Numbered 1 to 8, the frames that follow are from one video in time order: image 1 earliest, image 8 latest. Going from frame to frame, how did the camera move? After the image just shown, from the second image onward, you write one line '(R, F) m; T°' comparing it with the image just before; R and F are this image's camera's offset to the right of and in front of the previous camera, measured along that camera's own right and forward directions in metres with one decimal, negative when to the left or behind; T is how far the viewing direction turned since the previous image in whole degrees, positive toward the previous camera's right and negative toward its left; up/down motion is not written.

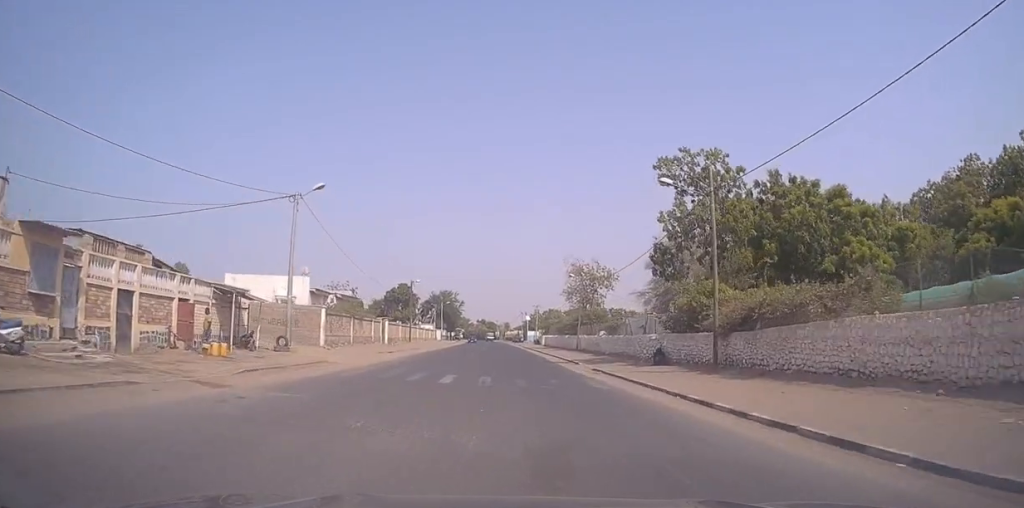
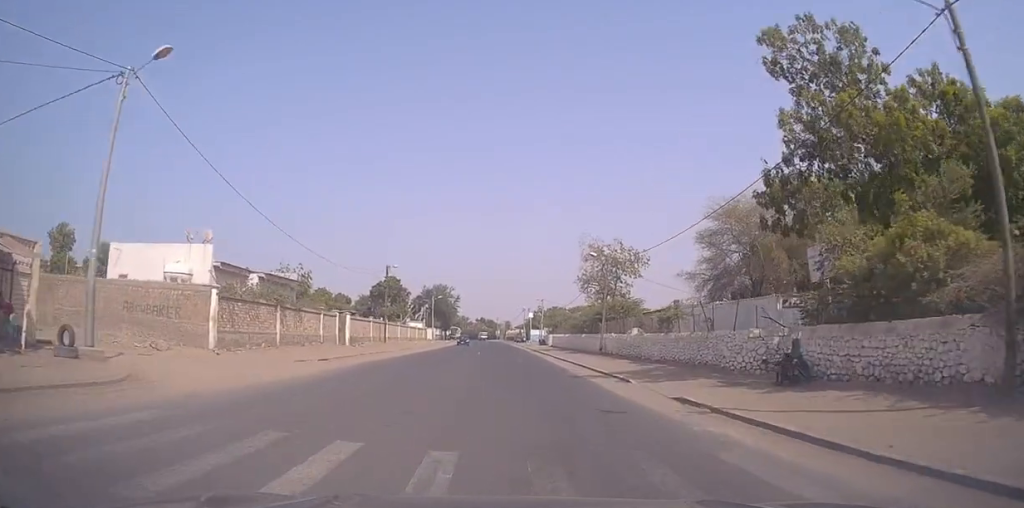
(+0.3, +15.1) m; +1°
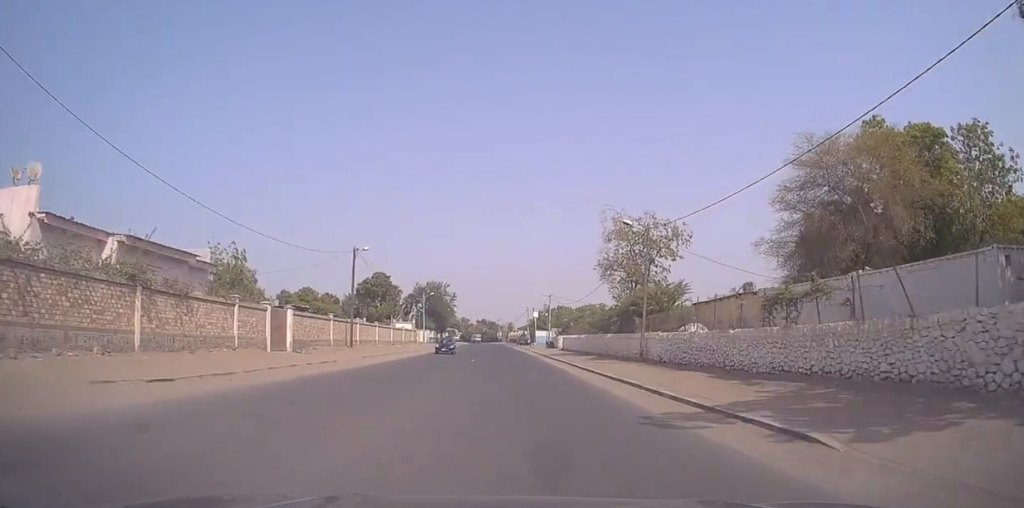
(-0.2, +13.1) m; 0°
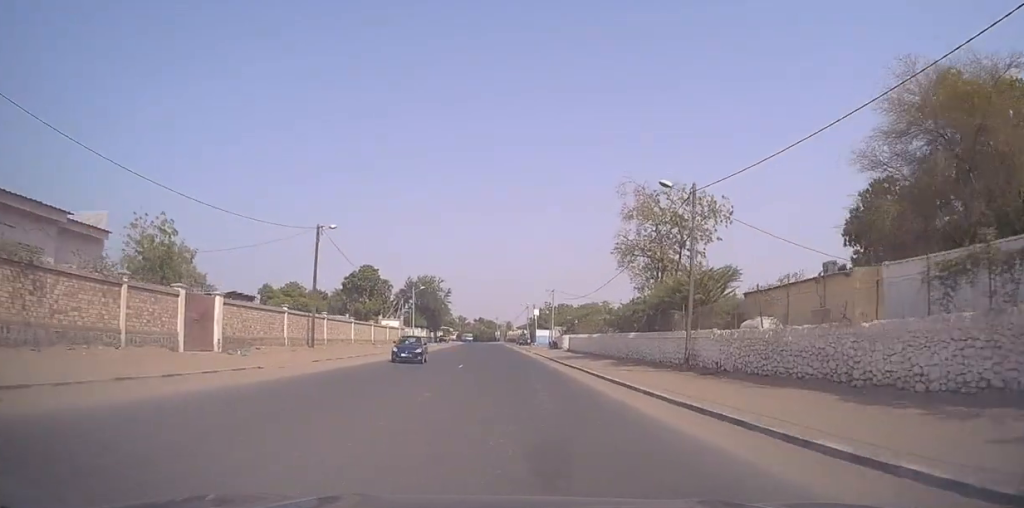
(-0.1, +8.6) m; 0°
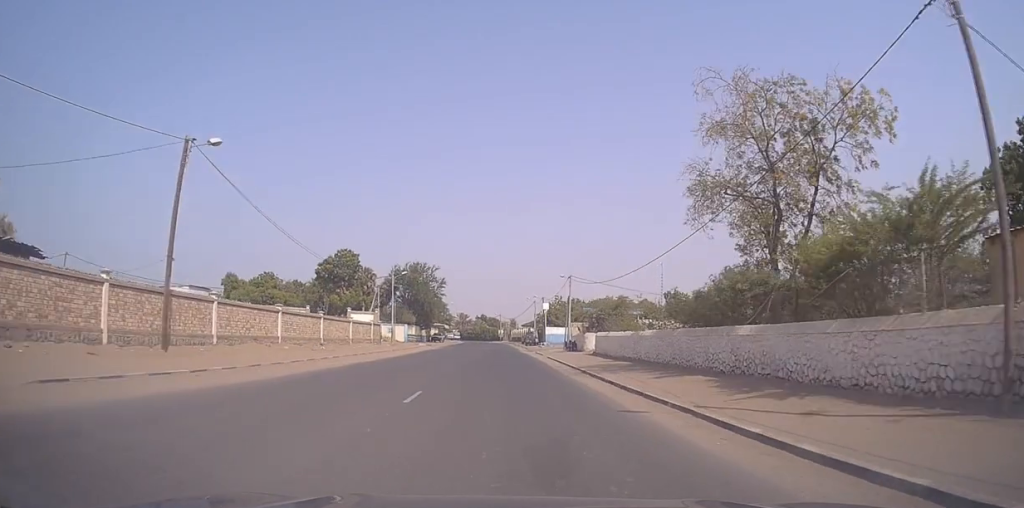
(+0.1, +16.7) m; -1°
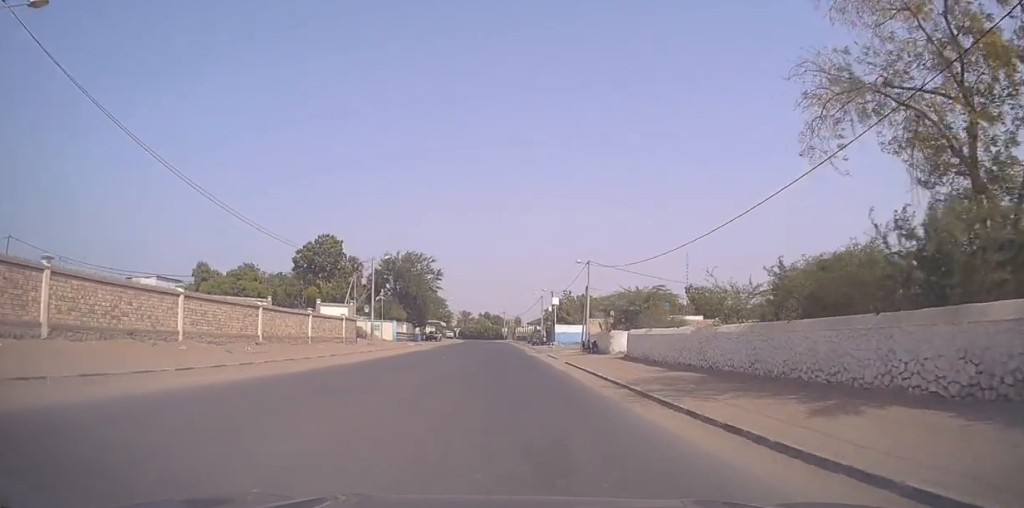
(0.0, +11.1) m; 0°
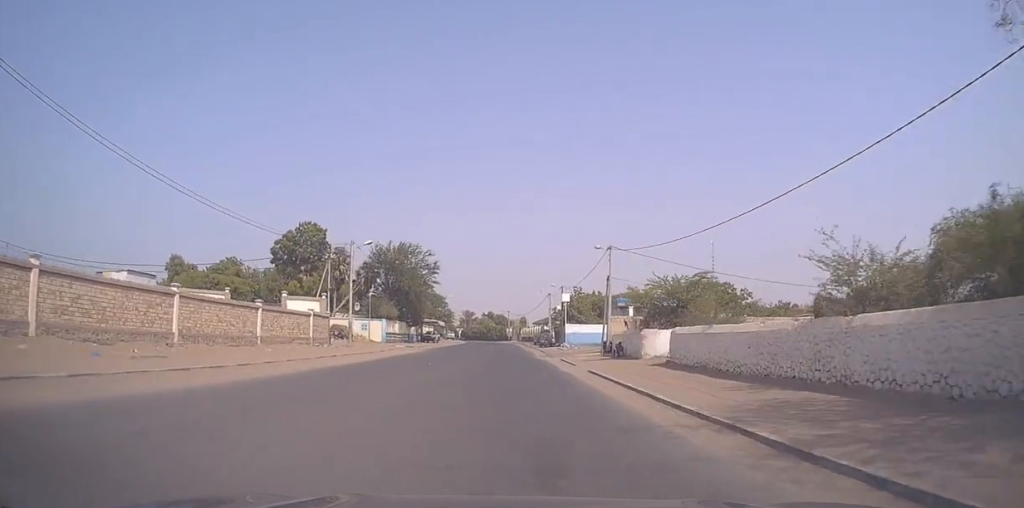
(+0.1, +8.6) m; 0°
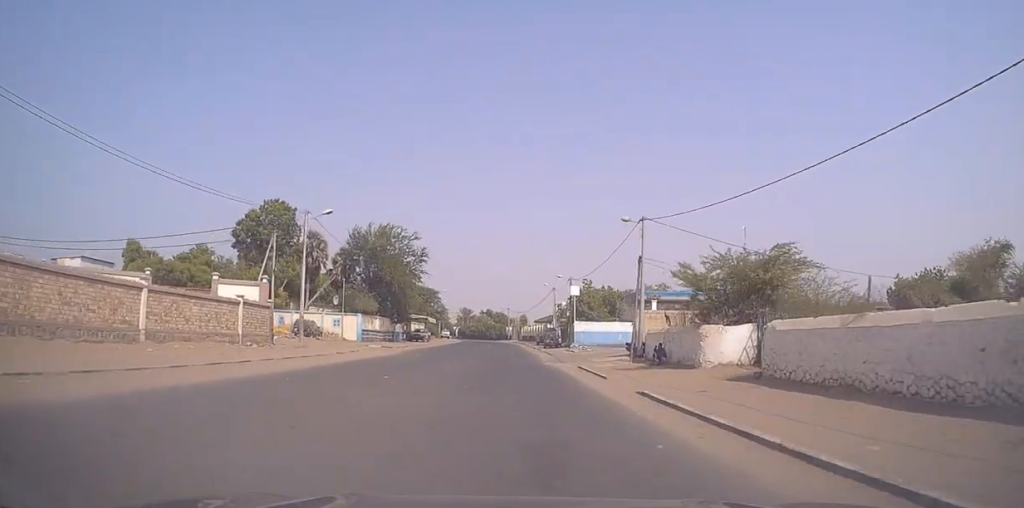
(0.0, +10.3) m; -1°
